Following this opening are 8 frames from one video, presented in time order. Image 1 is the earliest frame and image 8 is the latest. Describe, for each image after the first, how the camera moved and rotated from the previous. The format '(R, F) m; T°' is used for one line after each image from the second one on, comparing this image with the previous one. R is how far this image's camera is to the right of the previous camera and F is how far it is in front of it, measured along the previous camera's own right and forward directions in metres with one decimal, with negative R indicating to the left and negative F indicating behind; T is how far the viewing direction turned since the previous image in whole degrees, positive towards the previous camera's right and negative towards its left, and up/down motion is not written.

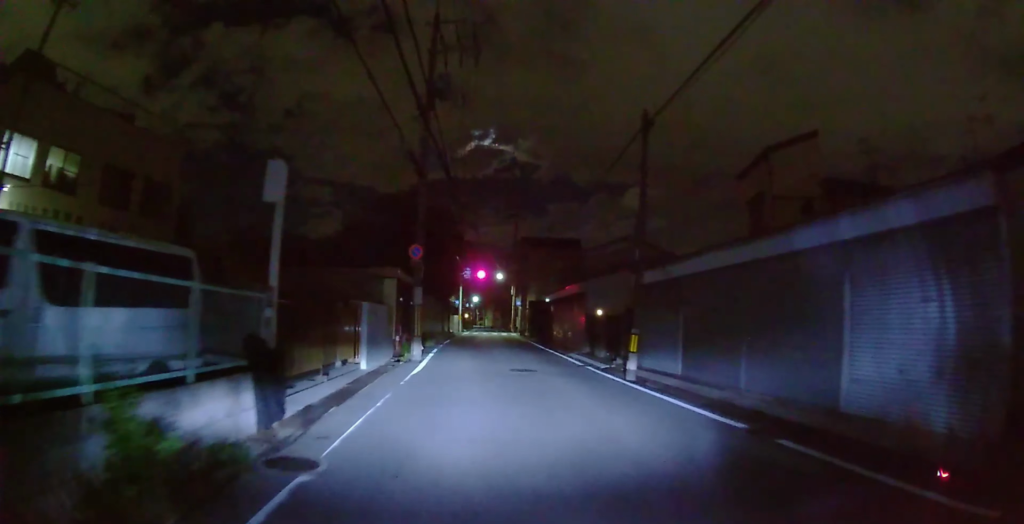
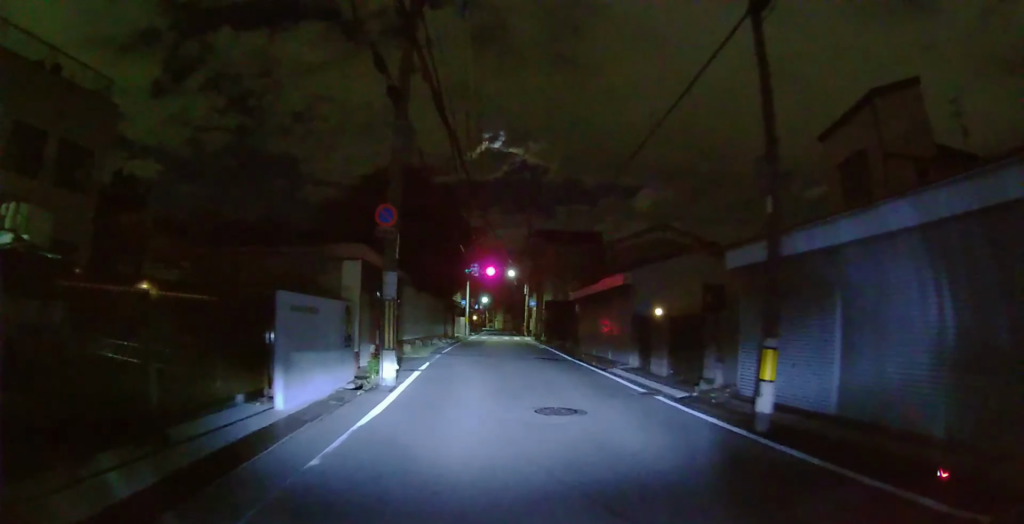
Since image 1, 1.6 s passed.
(0.0, +6.2) m; -1°
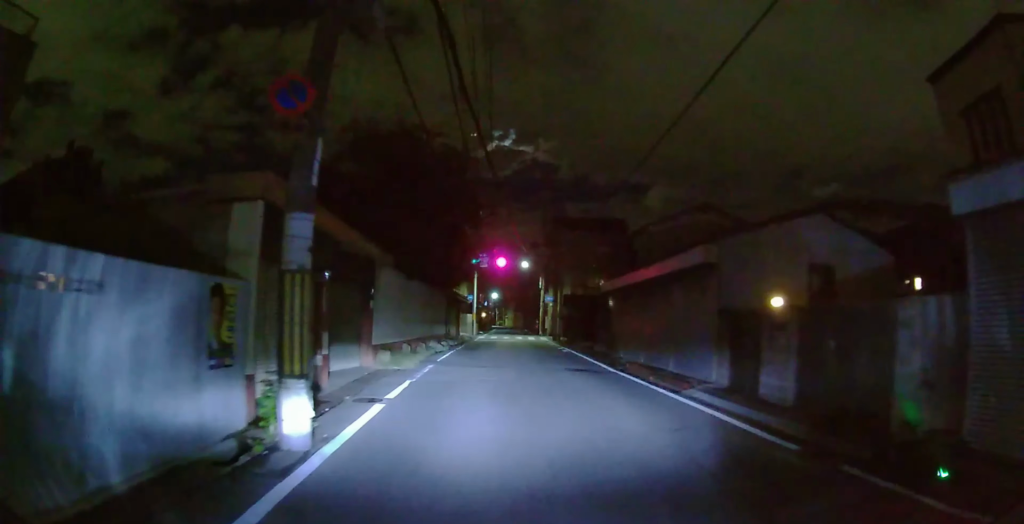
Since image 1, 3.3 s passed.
(-0.2, +5.3) m; -3°
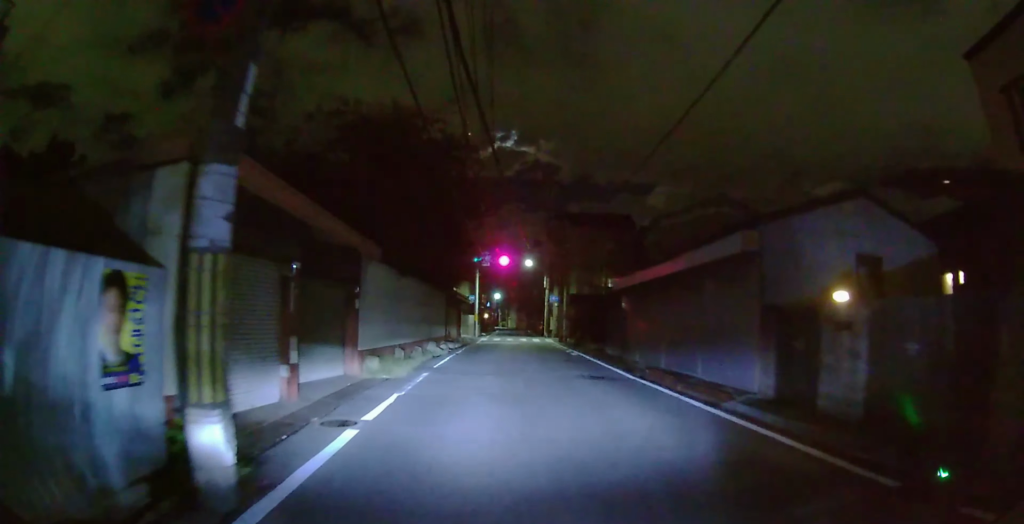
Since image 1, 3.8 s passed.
(0.0, +1.6) m; 0°
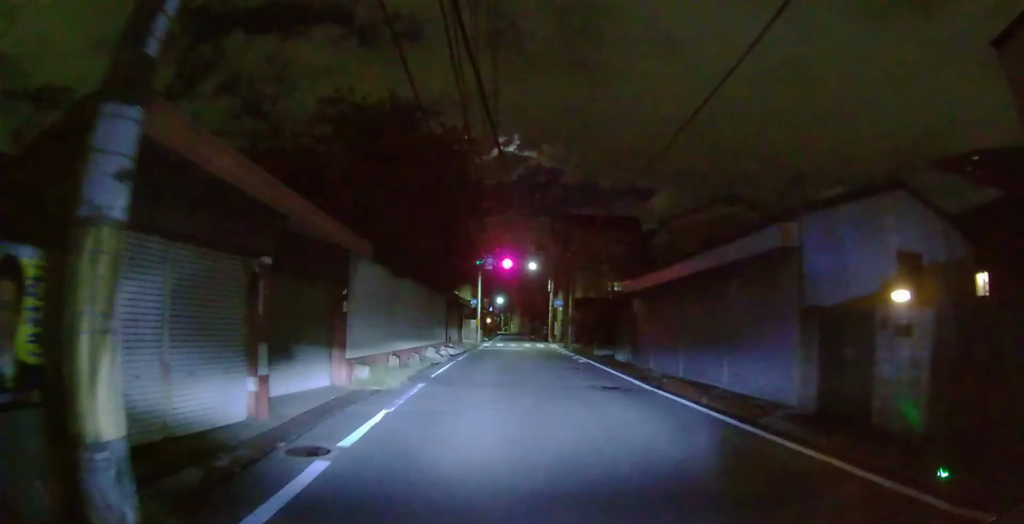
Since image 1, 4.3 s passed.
(0.0, +1.3) m; 0°
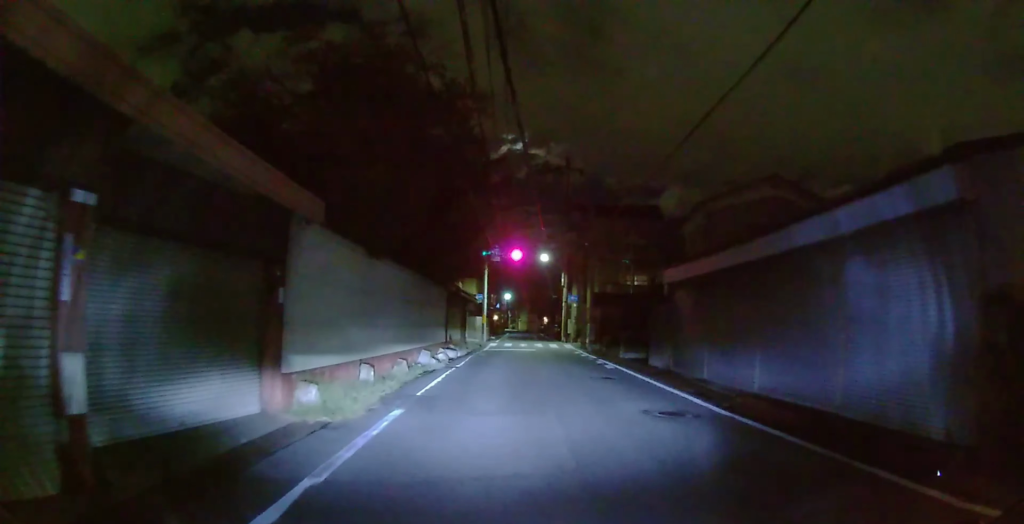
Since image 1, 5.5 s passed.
(0.0, +3.7) m; 0°
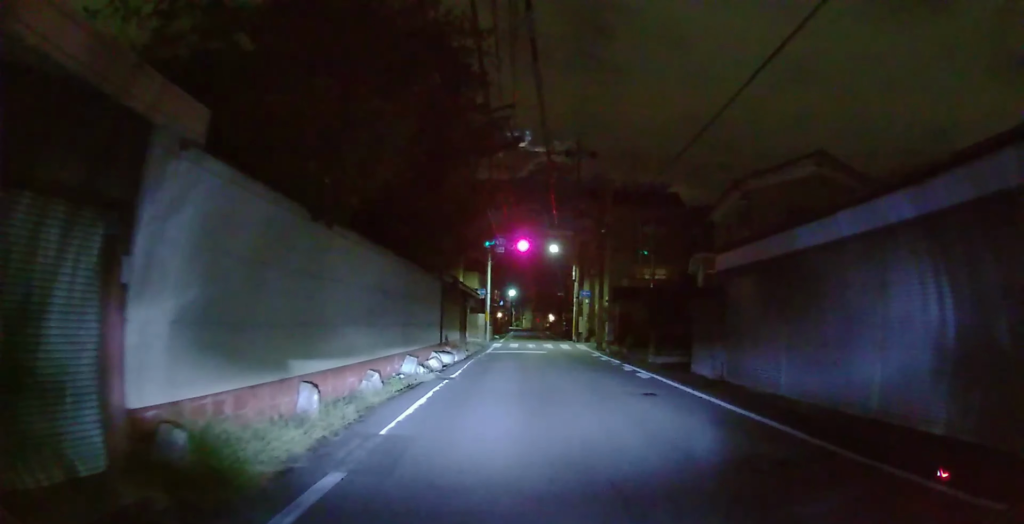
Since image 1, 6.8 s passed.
(0.0, +3.4) m; 0°
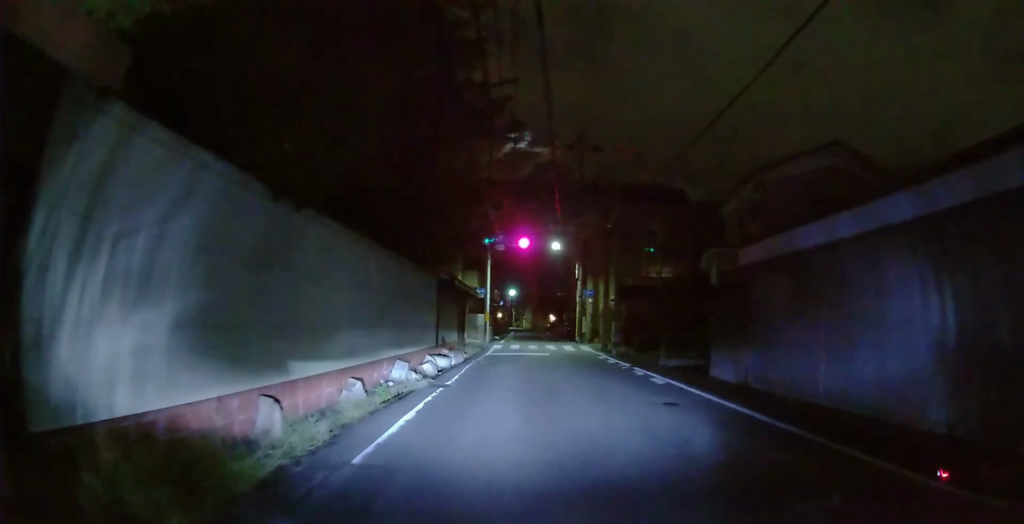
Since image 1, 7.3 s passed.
(0.0, +1.3) m; 0°
